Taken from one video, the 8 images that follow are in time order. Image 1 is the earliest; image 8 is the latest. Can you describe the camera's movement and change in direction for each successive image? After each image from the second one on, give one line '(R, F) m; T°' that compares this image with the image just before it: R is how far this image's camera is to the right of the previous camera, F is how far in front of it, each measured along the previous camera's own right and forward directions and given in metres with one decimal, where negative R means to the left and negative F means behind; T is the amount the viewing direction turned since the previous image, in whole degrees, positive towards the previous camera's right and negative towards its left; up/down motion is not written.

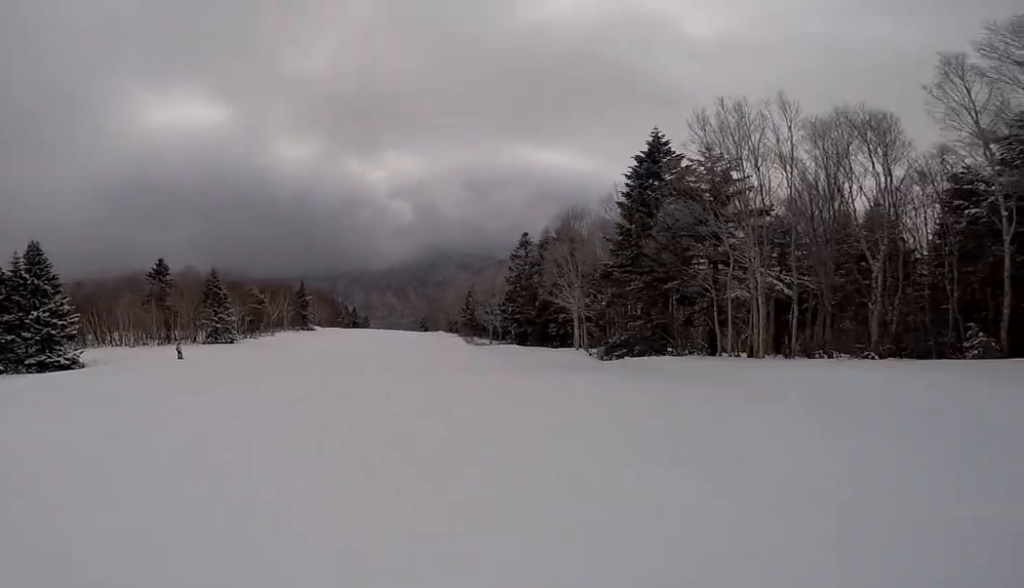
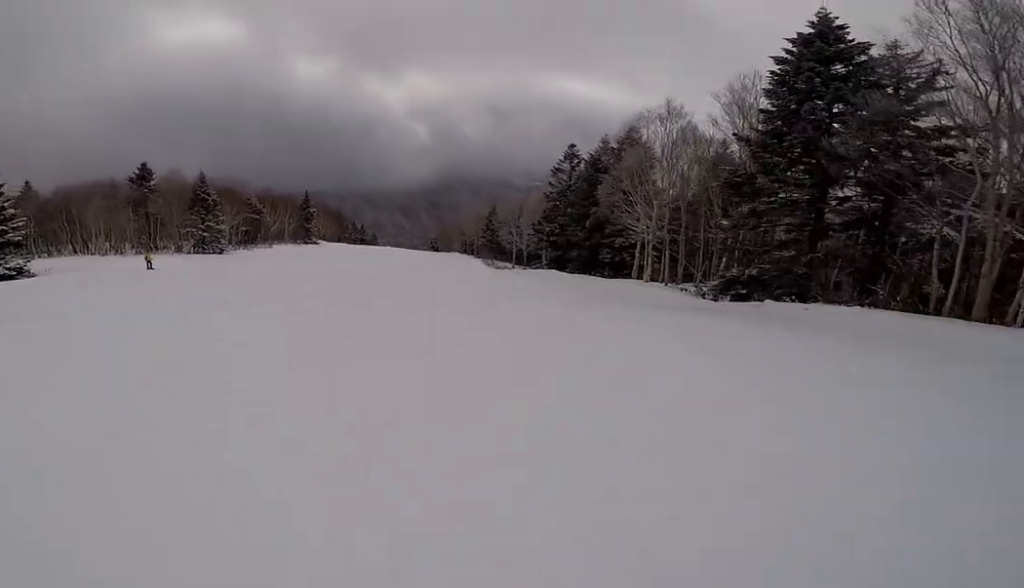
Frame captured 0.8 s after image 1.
(+0.3, +6.7) m; +5°
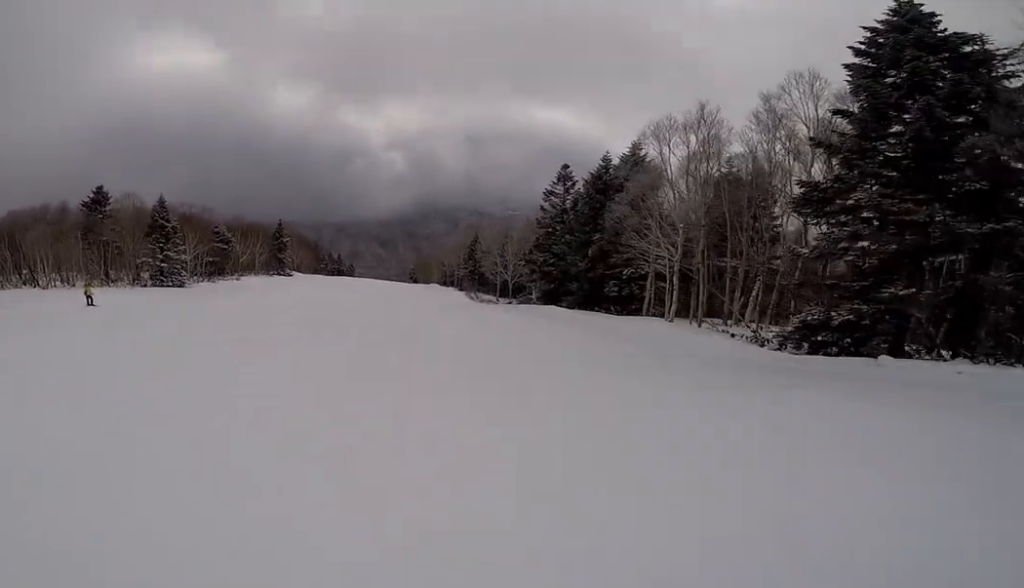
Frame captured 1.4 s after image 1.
(+0.2, +4.4) m; 0°
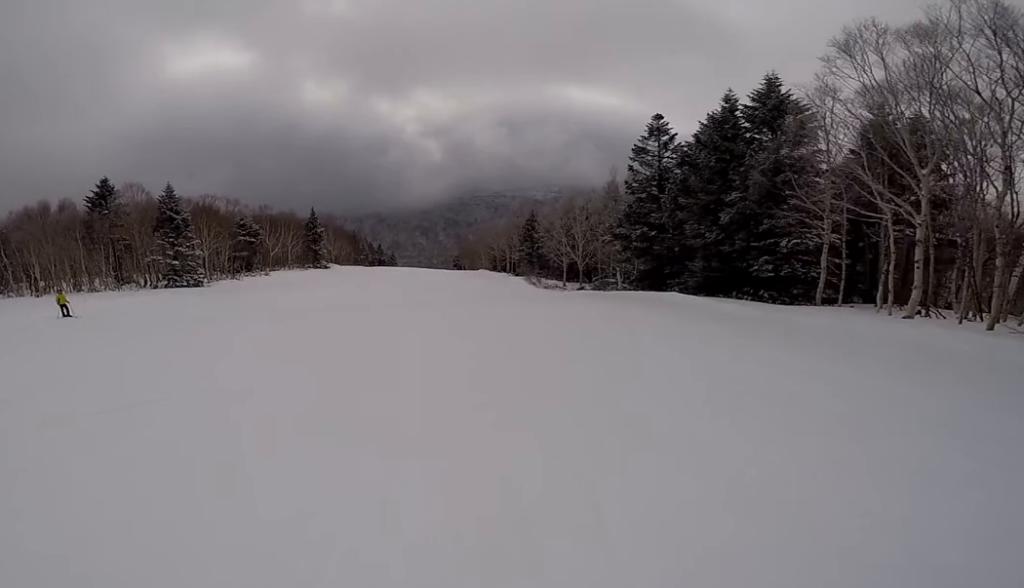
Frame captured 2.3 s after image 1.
(-0.1, +8.0) m; 0°
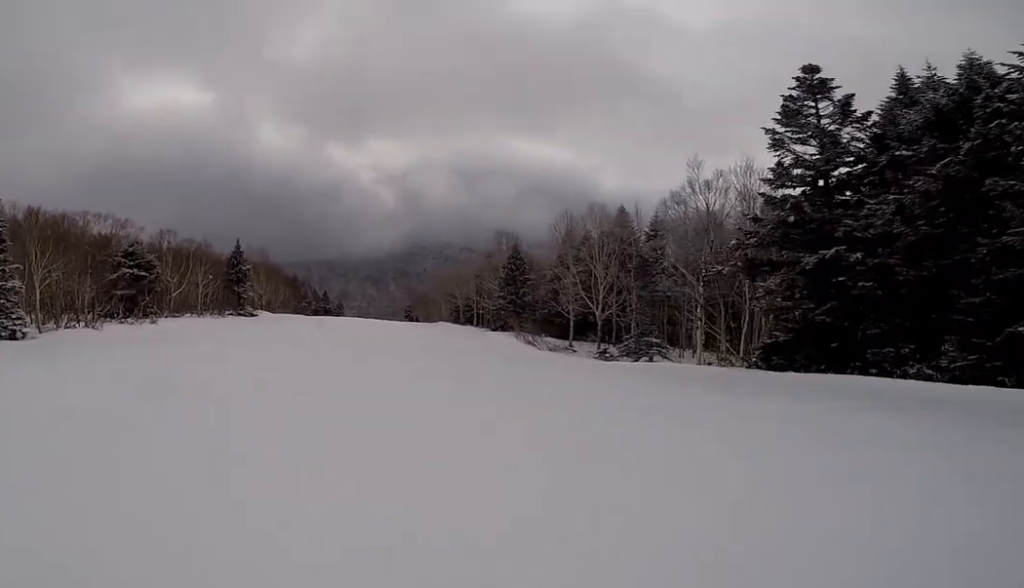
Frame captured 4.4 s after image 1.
(0.0, +16.4) m; 0°
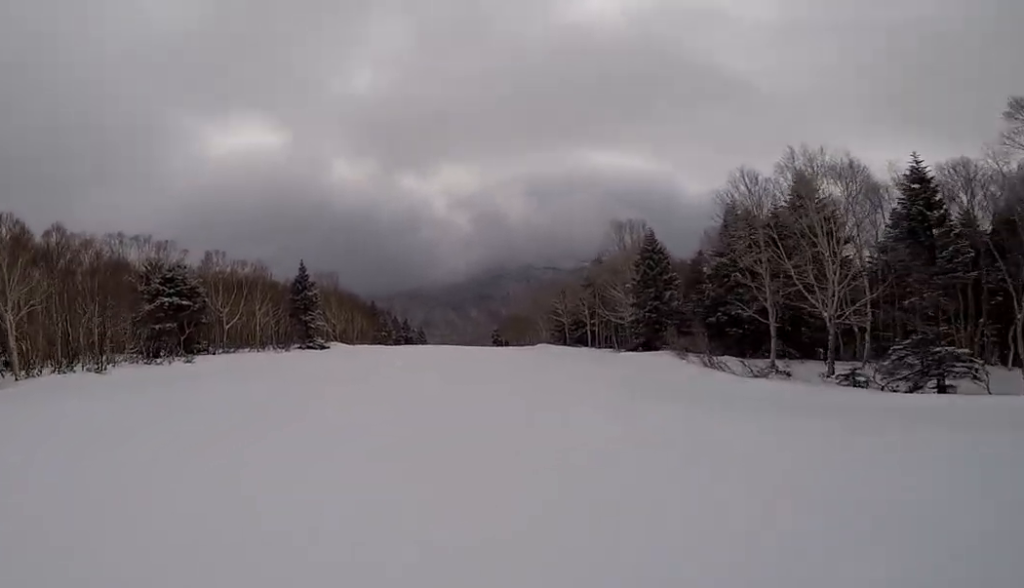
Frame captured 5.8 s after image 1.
(0.0, +11.6) m; -8°
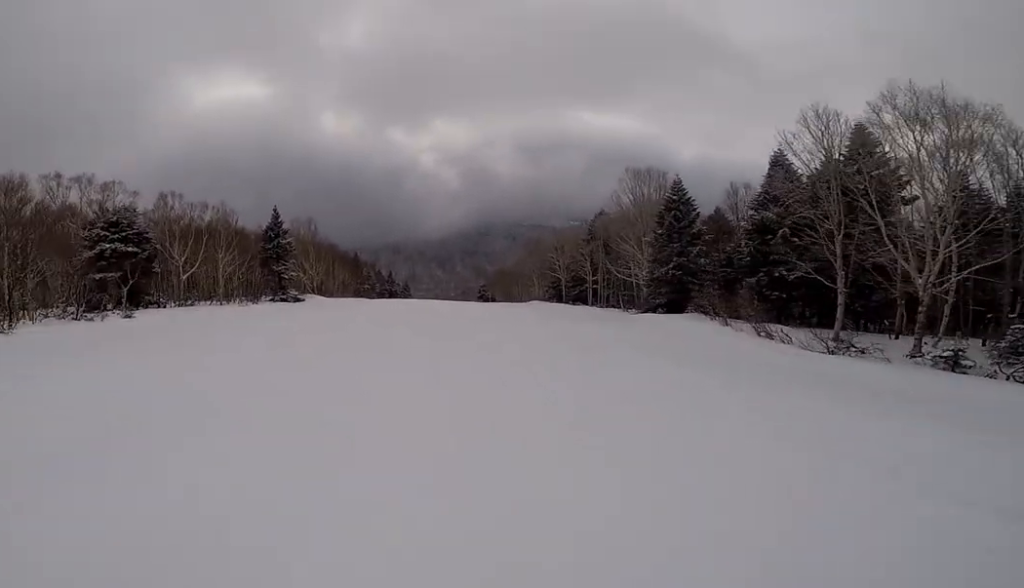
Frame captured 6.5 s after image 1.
(-1.0, +5.2) m; -3°
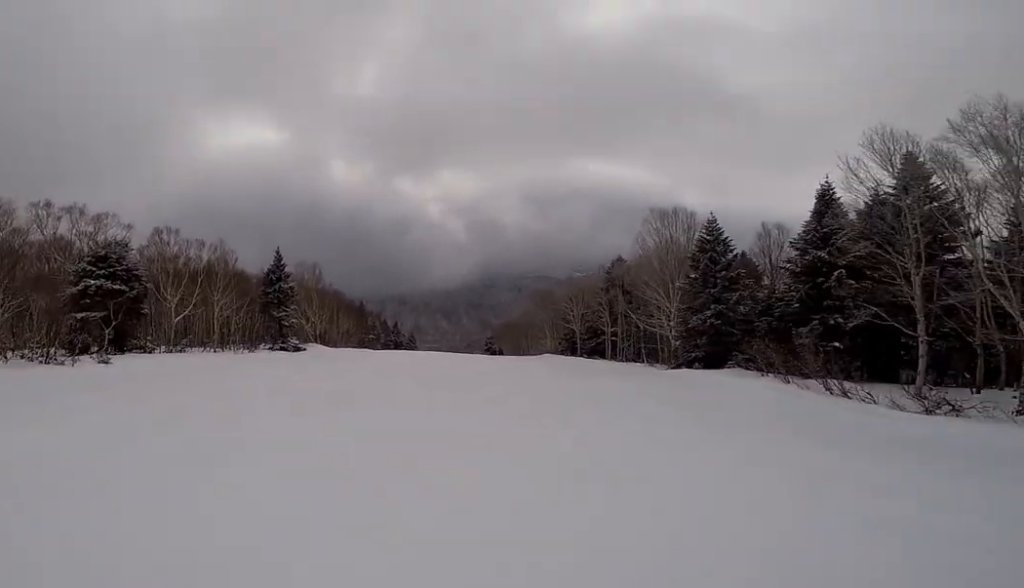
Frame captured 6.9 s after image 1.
(0.0, +3.2) m; +3°
